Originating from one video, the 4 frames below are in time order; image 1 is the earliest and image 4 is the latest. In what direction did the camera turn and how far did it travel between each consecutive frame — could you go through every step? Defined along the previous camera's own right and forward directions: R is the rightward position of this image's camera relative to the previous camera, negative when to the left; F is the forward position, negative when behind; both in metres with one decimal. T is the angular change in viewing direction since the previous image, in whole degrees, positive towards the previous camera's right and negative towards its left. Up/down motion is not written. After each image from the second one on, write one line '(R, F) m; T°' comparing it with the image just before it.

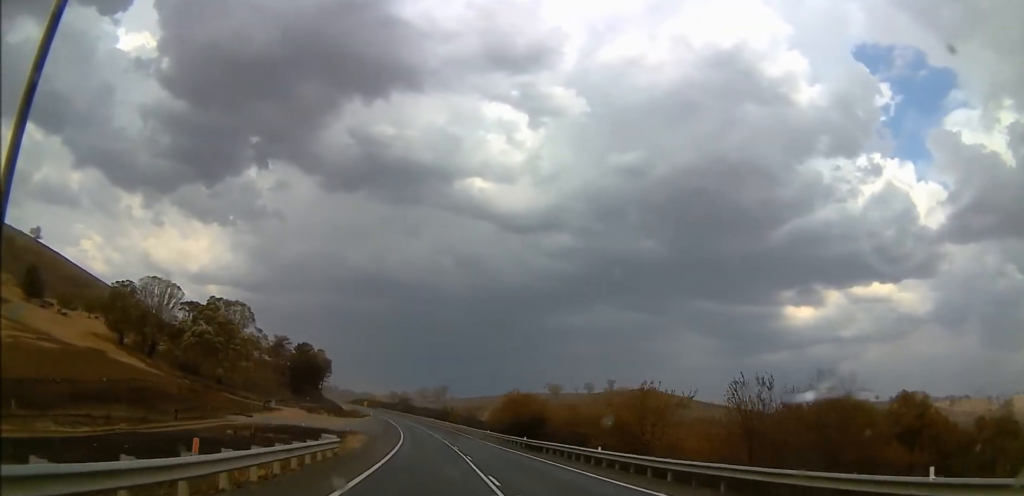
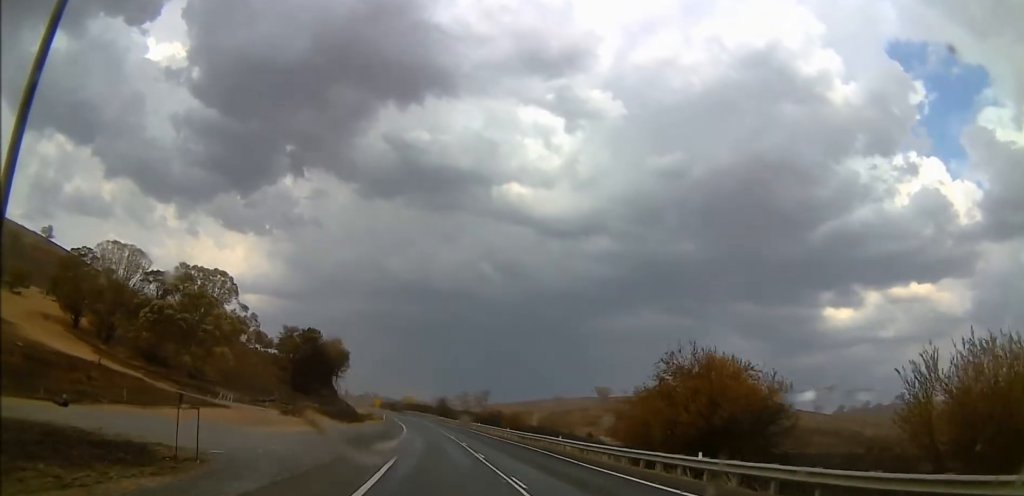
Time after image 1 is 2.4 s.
(-0.7, +48.4) m; -1°
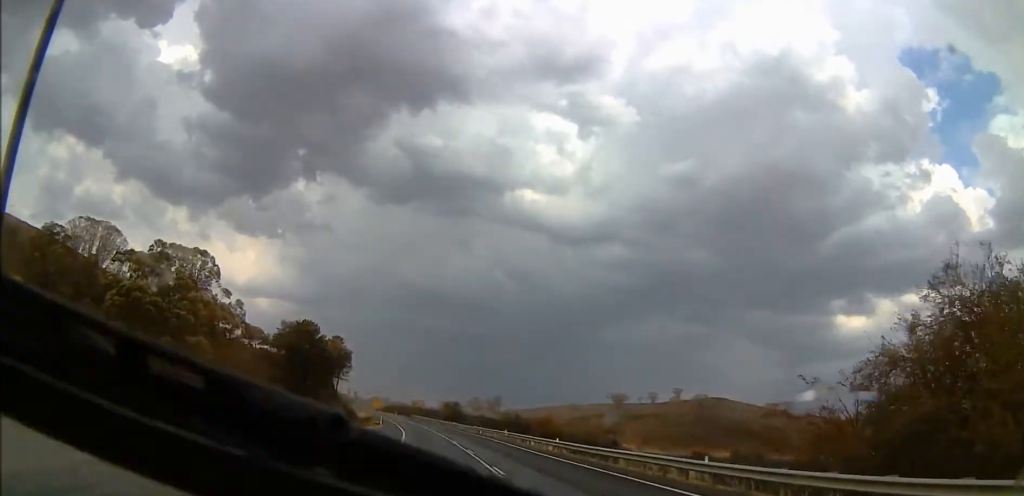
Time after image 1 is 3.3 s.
(0.0, +18.5) m; -2°
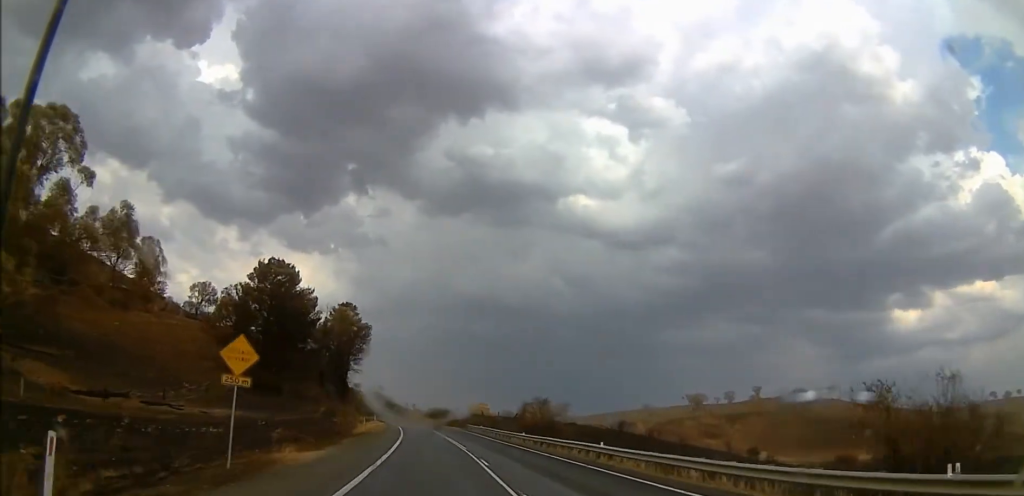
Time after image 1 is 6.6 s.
(-4.2, +75.8) m; -6°
